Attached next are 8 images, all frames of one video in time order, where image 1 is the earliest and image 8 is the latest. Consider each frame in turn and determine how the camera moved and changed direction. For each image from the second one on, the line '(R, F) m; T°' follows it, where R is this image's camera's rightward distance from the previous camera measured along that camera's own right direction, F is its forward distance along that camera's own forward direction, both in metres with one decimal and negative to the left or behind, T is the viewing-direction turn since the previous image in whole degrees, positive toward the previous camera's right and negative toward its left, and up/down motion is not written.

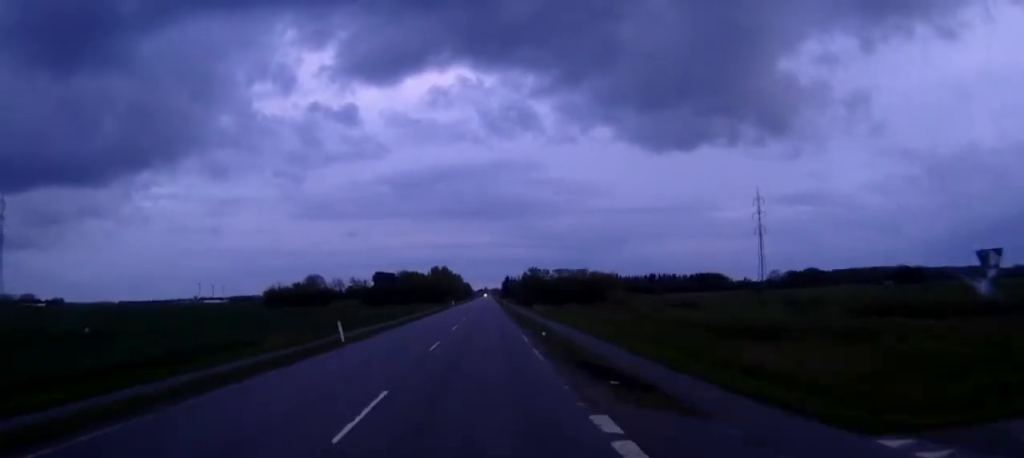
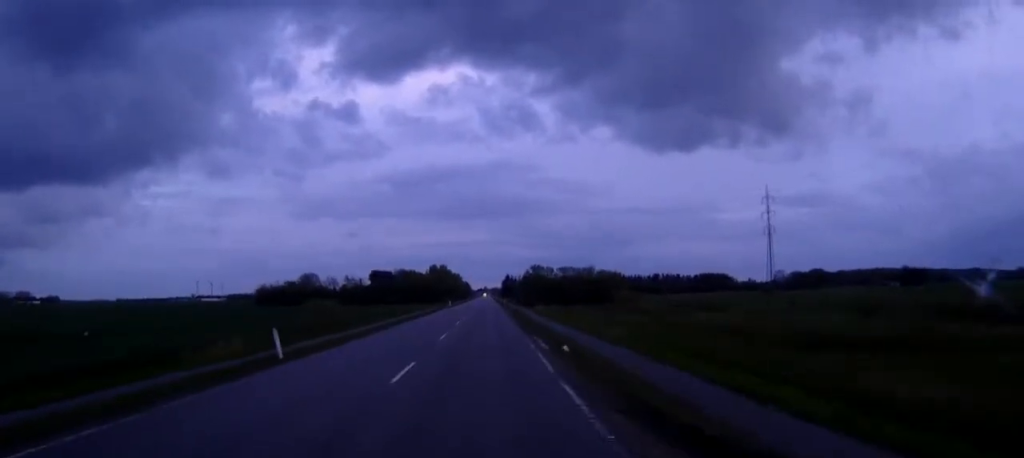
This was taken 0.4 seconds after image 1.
(0.0, +10.1) m; 0°
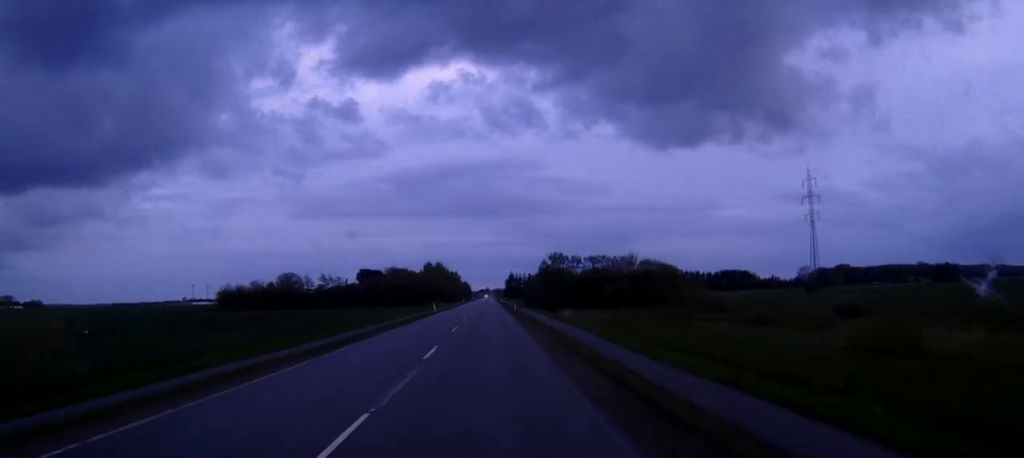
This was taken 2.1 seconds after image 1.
(0.0, +39.1) m; 0°
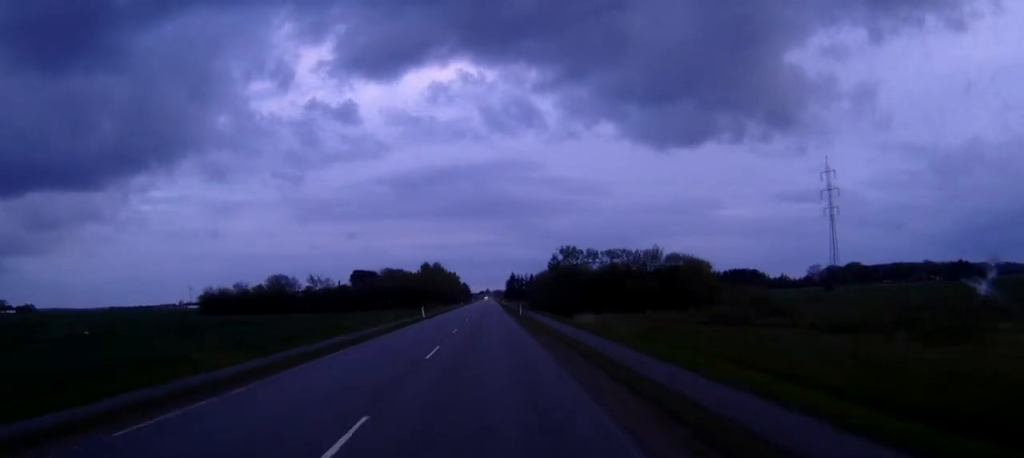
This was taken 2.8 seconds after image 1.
(0.0, +15.2) m; 0°
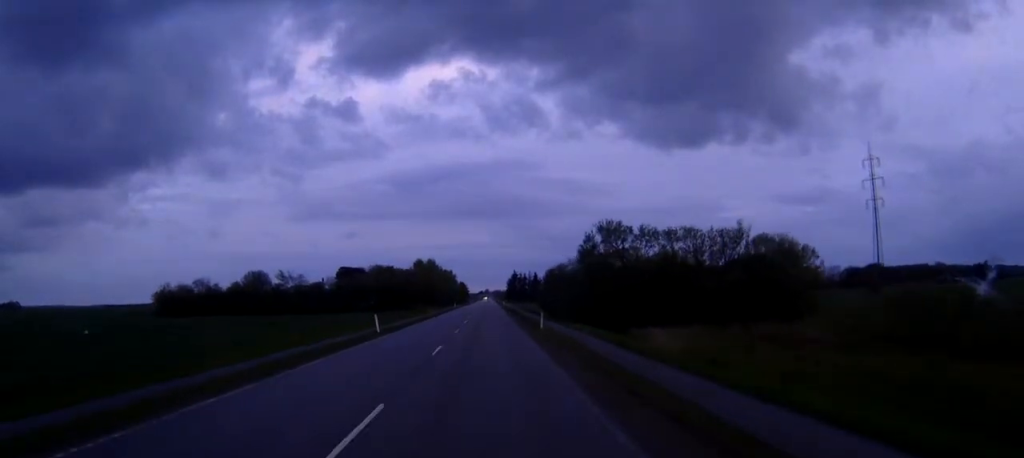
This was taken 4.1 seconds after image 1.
(0.0, +28.8) m; 0°
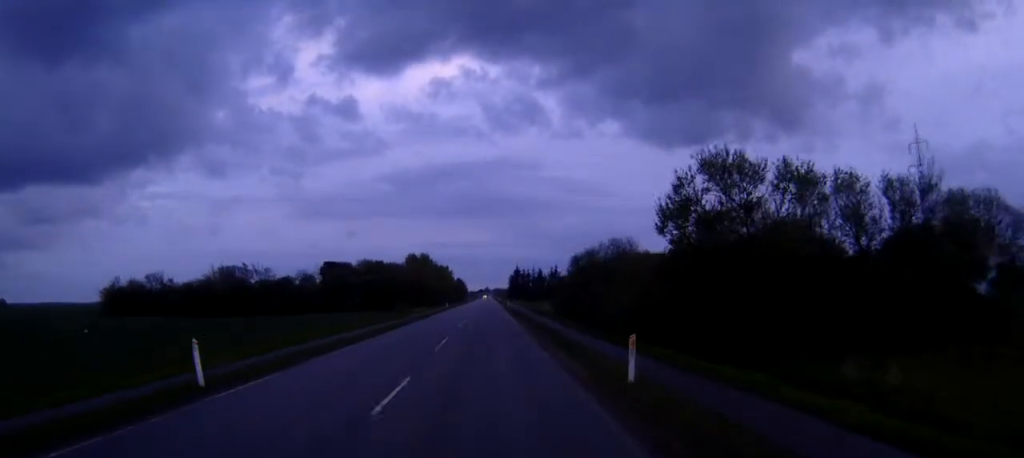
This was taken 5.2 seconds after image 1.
(0.0, +26.2) m; 0°
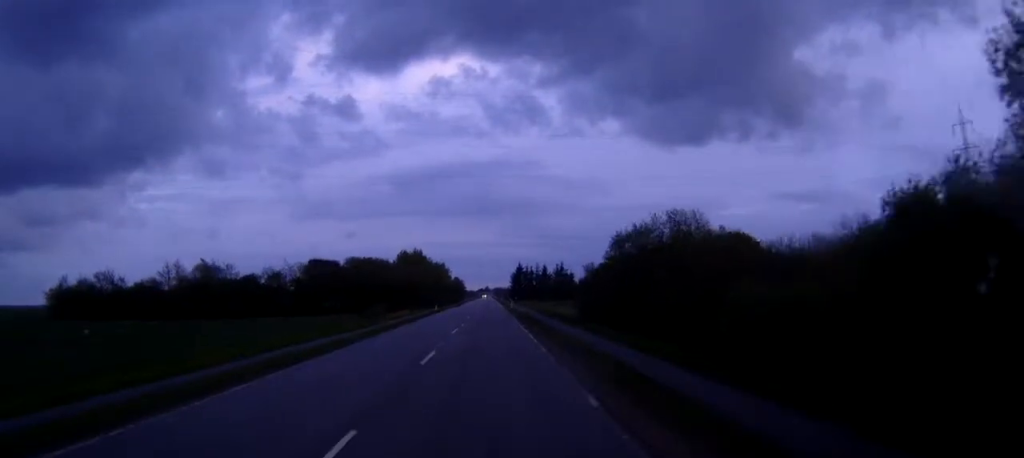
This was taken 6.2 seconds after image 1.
(-0.1, +21.8) m; 0°
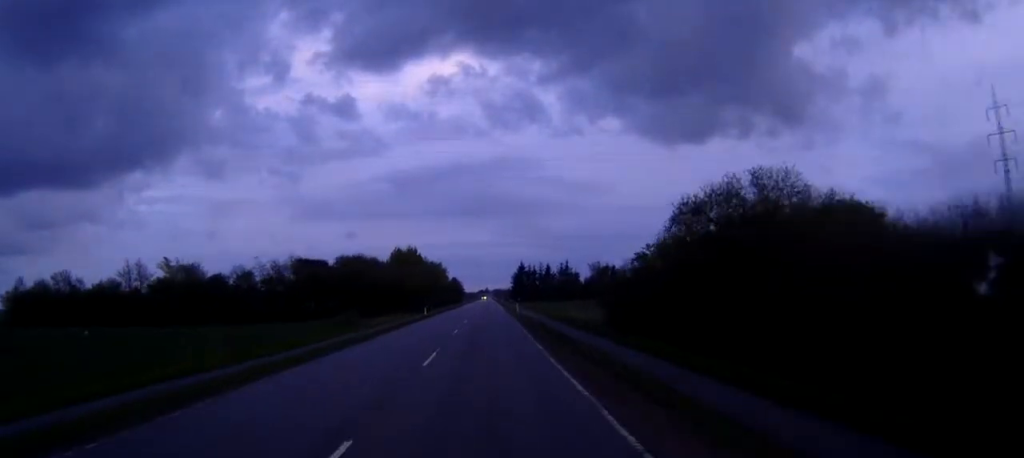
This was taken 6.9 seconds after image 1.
(0.0, +15.1) m; 0°
